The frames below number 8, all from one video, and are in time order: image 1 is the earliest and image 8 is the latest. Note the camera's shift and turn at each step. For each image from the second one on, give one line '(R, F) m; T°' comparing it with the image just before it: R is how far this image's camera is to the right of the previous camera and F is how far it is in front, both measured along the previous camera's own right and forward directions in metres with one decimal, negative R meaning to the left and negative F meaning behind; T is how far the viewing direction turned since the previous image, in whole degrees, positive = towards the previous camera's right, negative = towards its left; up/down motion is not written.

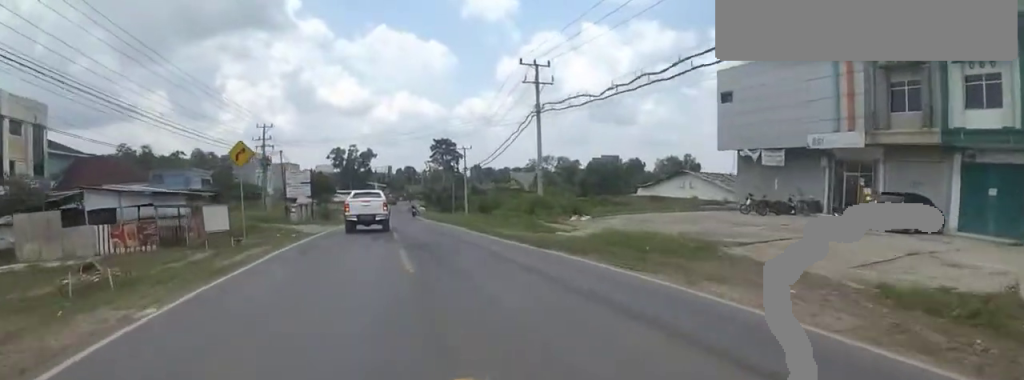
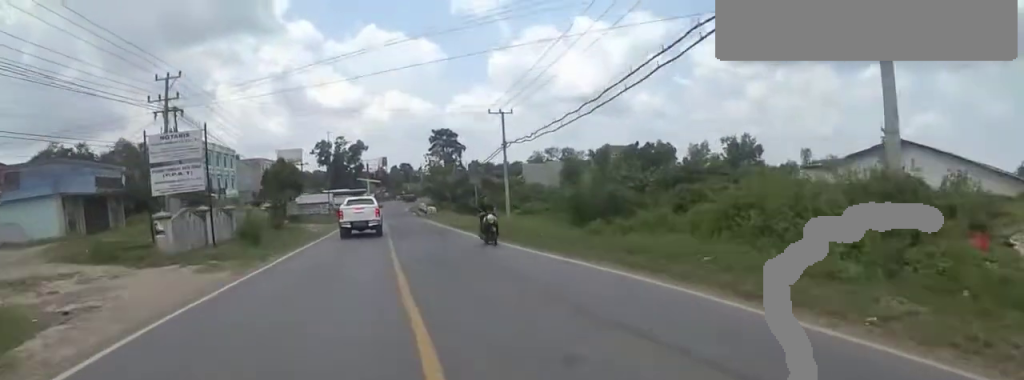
(+0.5, +22.4) m; -3°
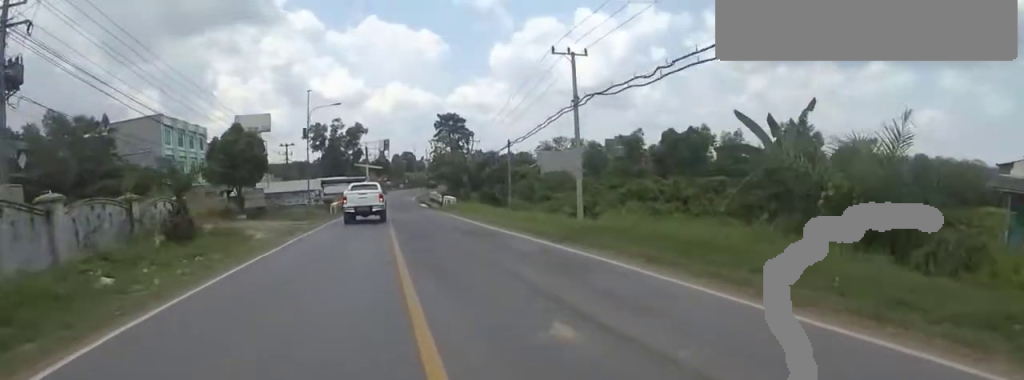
(-1.2, +14.9) m; -4°
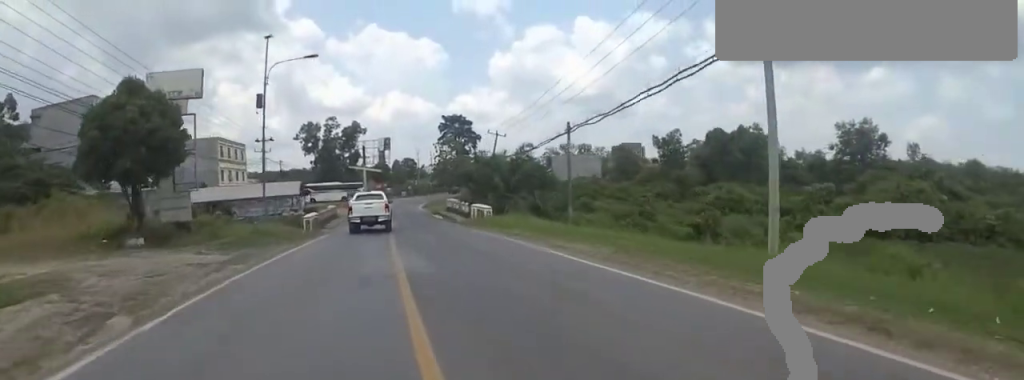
(+0.2, +13.6) m; +2°
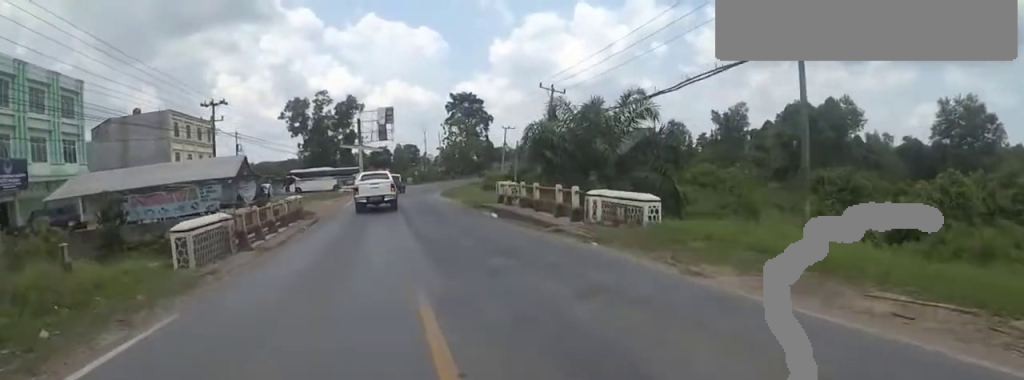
(-0.5, +18.4) m; -8°
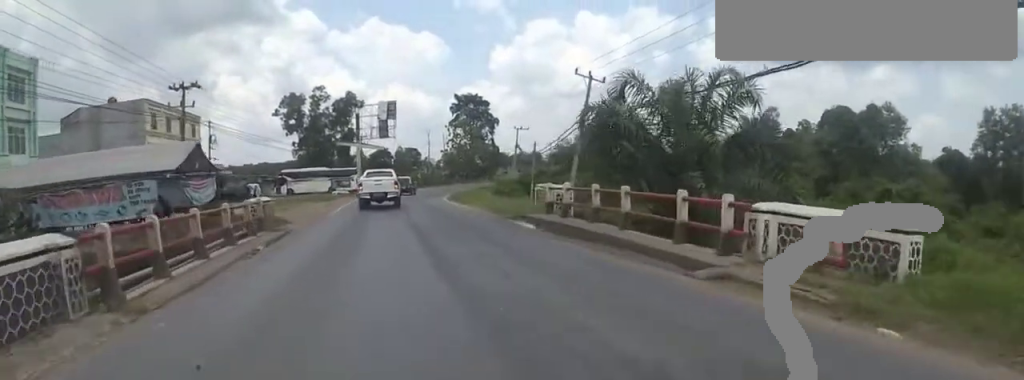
(-0.3, +7.5) m; -1°
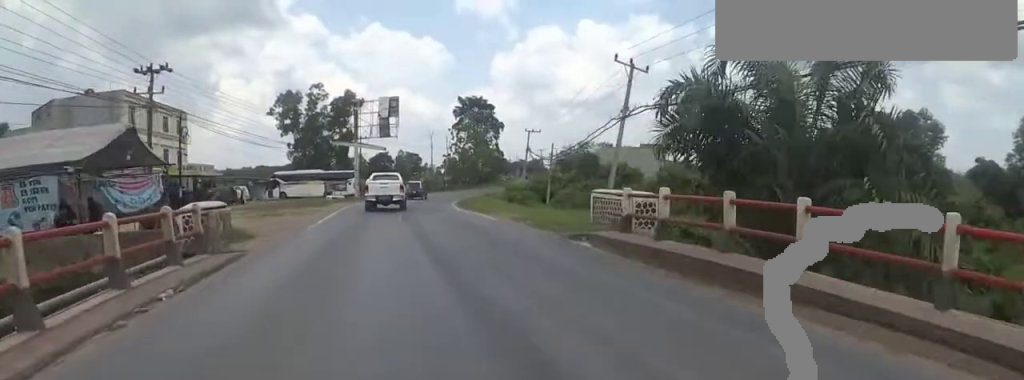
(-0.4, +6.0) m; +2°
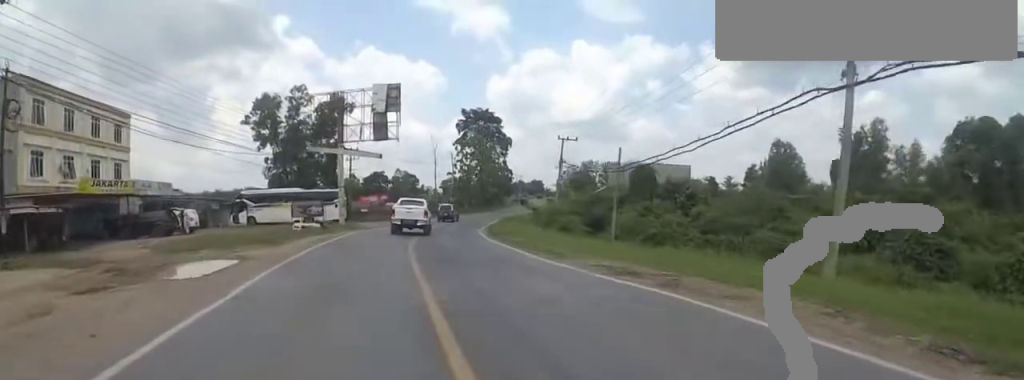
(+1.3, +13.2) m; +8°
